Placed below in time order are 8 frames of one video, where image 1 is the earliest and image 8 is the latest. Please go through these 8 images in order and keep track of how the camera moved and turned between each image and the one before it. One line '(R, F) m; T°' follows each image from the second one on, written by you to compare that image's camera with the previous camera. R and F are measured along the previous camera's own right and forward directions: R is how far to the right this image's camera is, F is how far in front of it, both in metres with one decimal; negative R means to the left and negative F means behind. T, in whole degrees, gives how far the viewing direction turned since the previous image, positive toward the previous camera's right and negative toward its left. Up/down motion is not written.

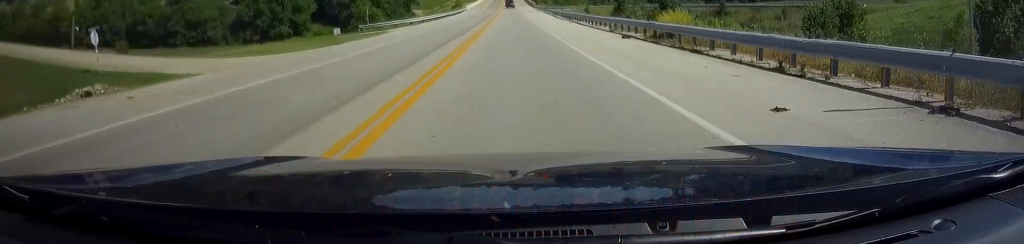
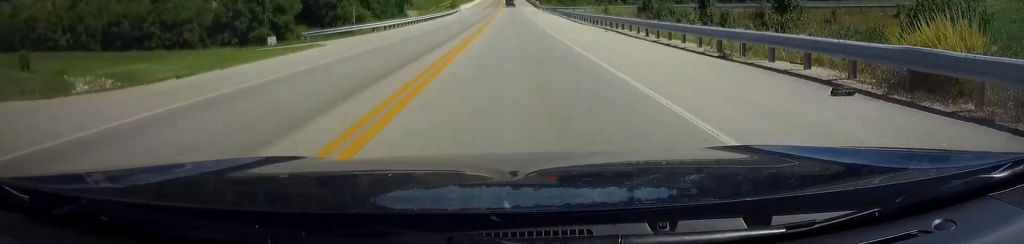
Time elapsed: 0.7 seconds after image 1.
(+0.1, +18.4) m; 0°
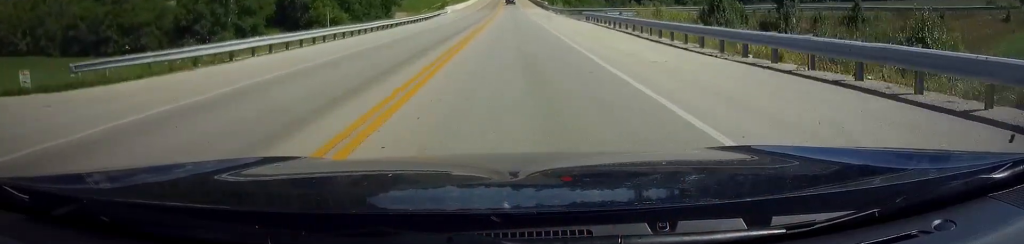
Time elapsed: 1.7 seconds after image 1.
(0.0, +26.5) m; 0°
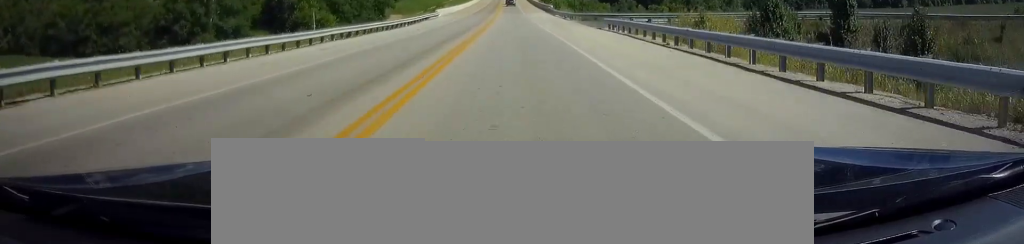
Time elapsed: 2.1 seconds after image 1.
(-0.1, +12.1) m; 0°
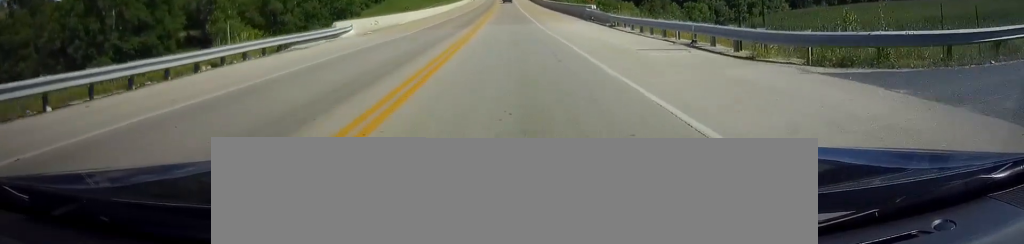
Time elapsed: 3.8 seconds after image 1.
(+0.3, +45.7) m; 0°
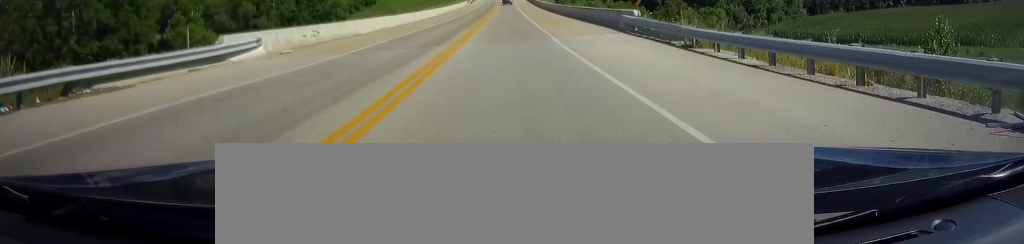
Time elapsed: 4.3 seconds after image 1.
(0.0, +13.8) m; 0°
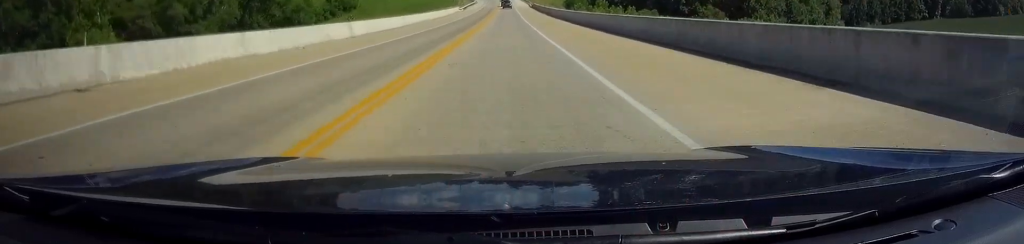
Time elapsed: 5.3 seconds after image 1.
(0.0, +26.3) m; 0°
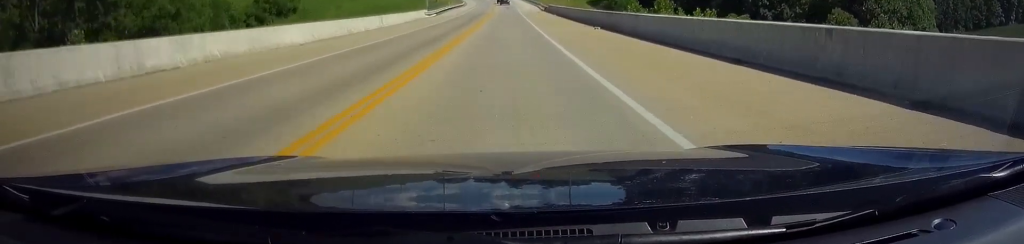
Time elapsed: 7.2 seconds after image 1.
(-0.2, +48.4) m; 0°
